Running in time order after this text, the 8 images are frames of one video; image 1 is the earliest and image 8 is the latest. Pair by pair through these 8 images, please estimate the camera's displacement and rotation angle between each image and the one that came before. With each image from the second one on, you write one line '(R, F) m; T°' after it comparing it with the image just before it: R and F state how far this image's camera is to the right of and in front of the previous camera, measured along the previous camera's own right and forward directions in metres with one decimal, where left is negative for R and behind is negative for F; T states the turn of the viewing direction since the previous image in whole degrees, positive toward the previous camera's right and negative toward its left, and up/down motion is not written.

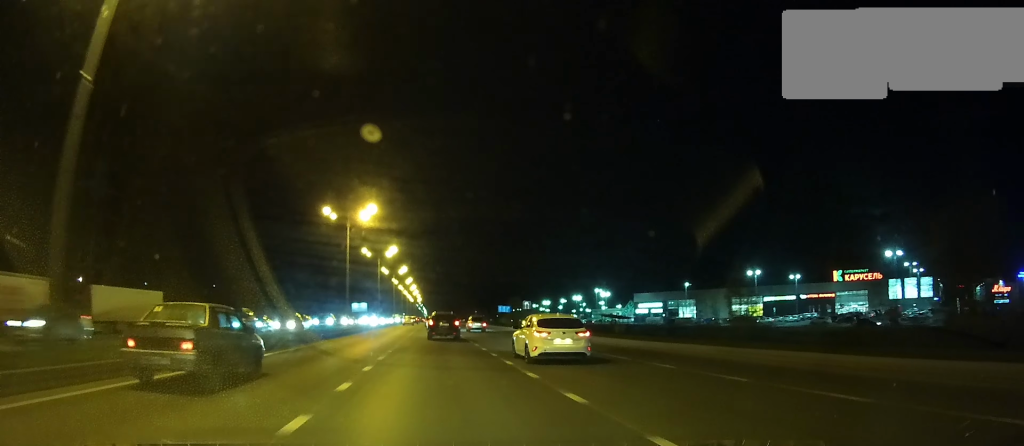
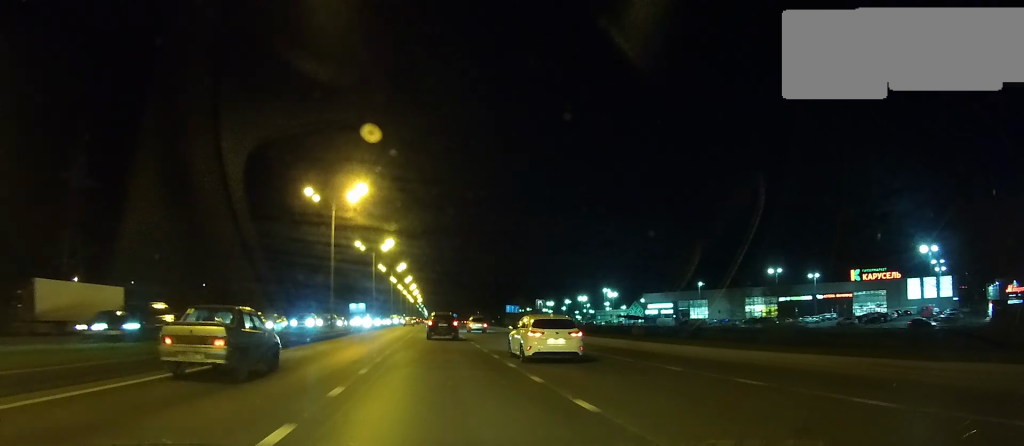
(0.0, +8.8) m; 0°
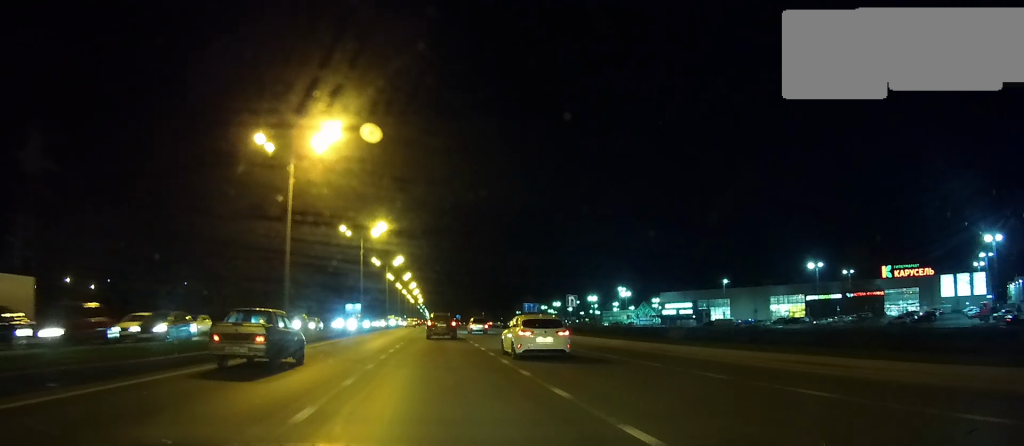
(0.0, +14.6) m; 0°
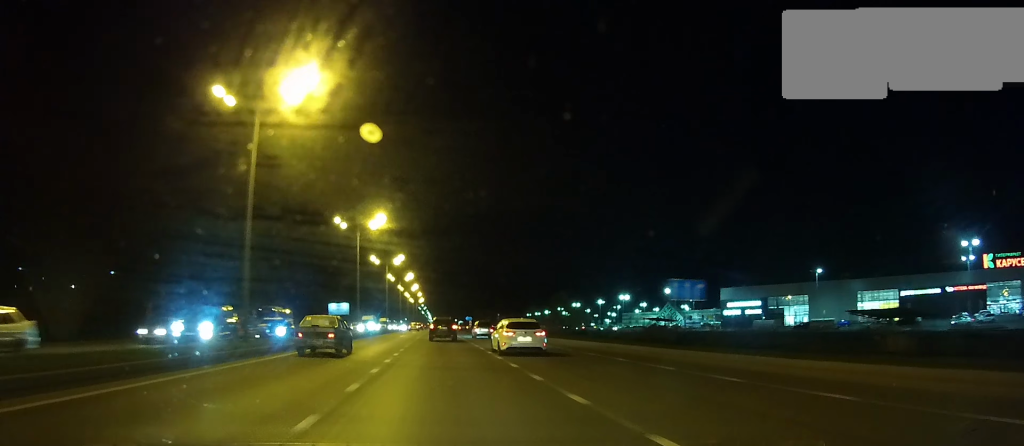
(-0.2, +40.6) m; 0°
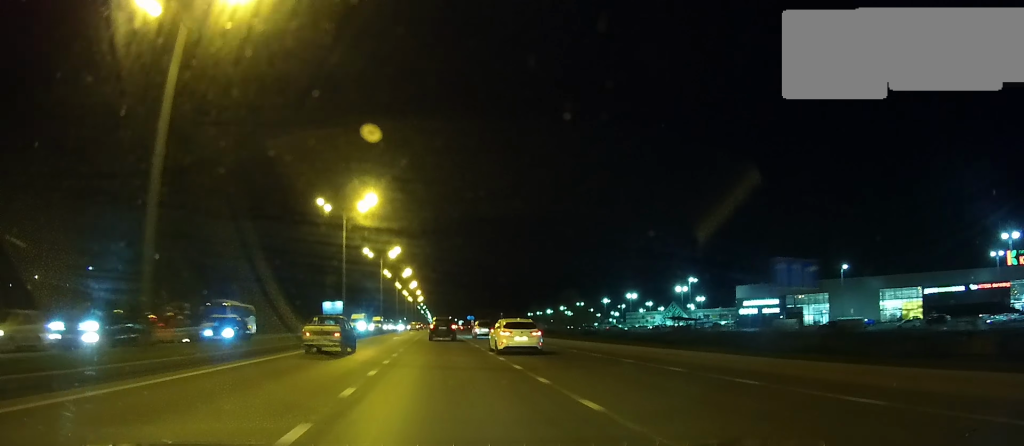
(0.0, +8.7) m; 0°
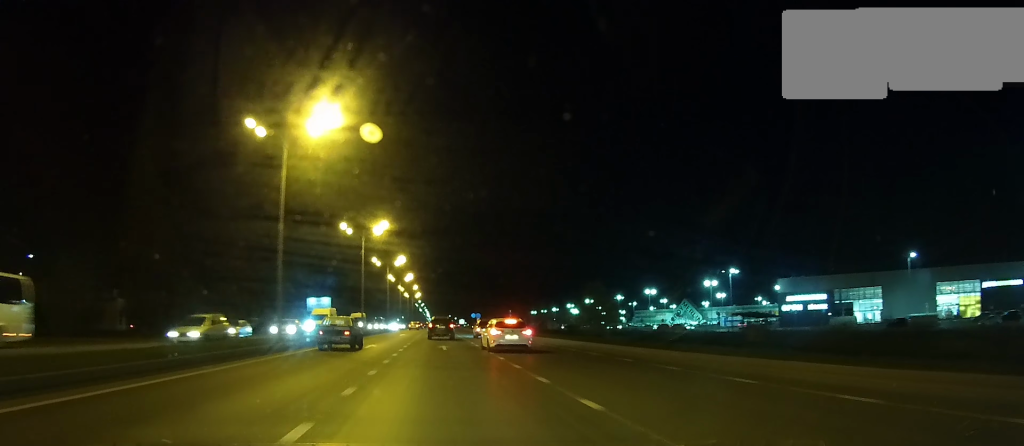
(0.0, +19.8) m; 0°
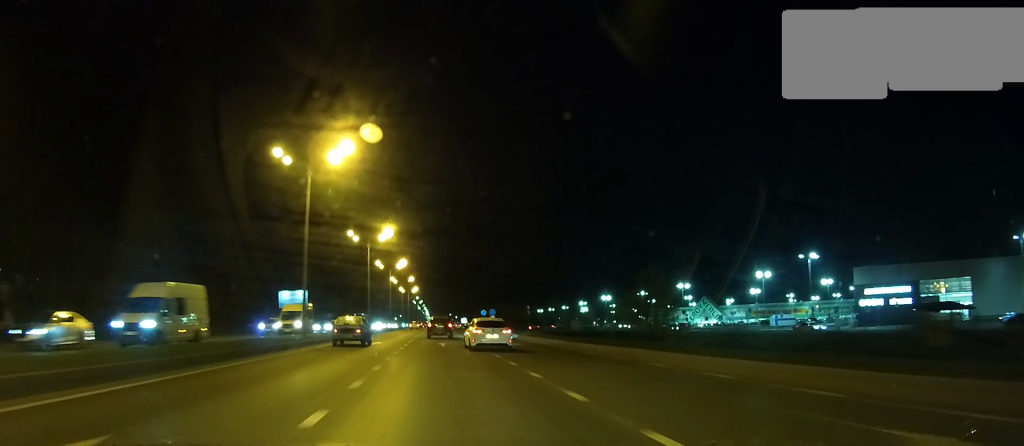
(0.0, +27.0) m; 0°
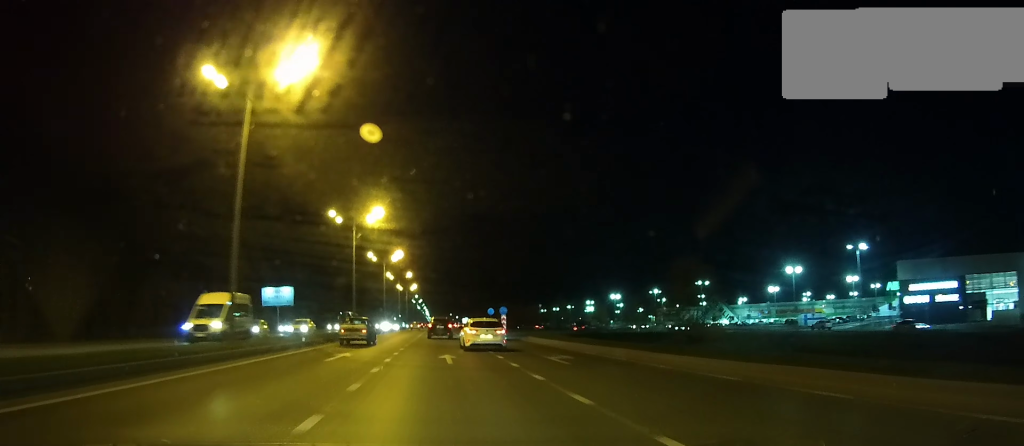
(0.0, +12.3) m; 0°
